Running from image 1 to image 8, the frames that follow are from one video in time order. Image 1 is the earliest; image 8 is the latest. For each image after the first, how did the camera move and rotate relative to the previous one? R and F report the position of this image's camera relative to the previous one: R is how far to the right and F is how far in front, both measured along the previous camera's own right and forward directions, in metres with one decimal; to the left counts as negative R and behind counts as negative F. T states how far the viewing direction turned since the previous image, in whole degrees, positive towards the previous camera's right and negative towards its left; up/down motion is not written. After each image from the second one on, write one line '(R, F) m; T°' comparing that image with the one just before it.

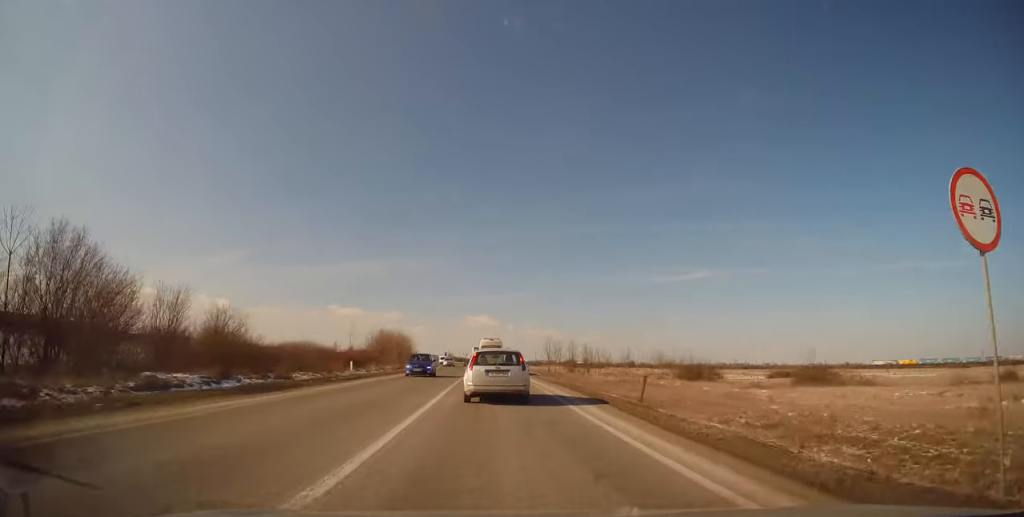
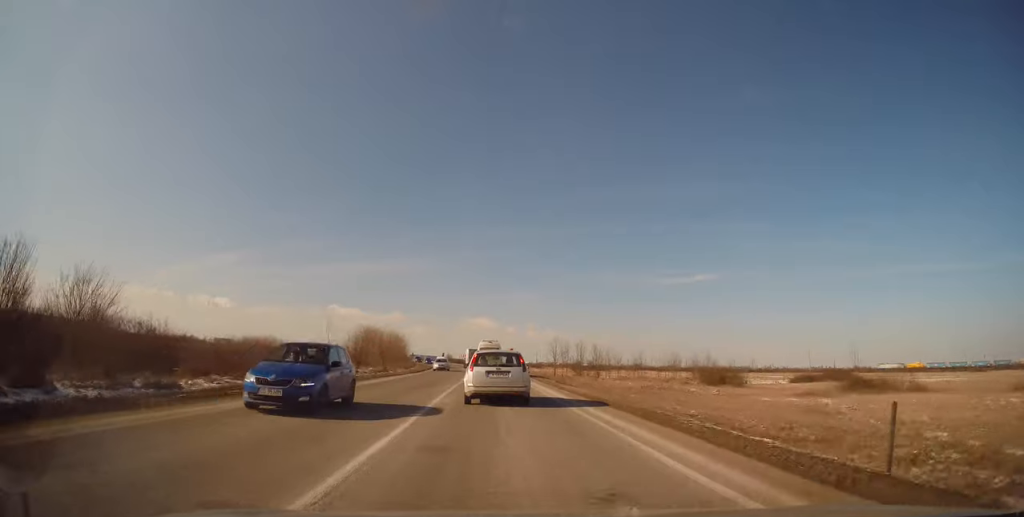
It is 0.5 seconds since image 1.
(+0.3, +10.0) m; 0°
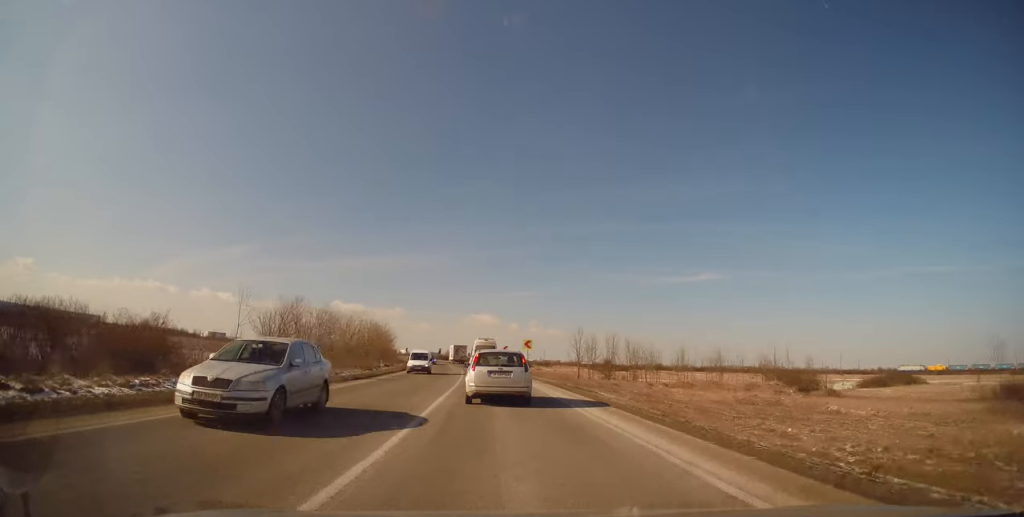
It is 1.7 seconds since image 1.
(-0.4, +22.8) m; -1°
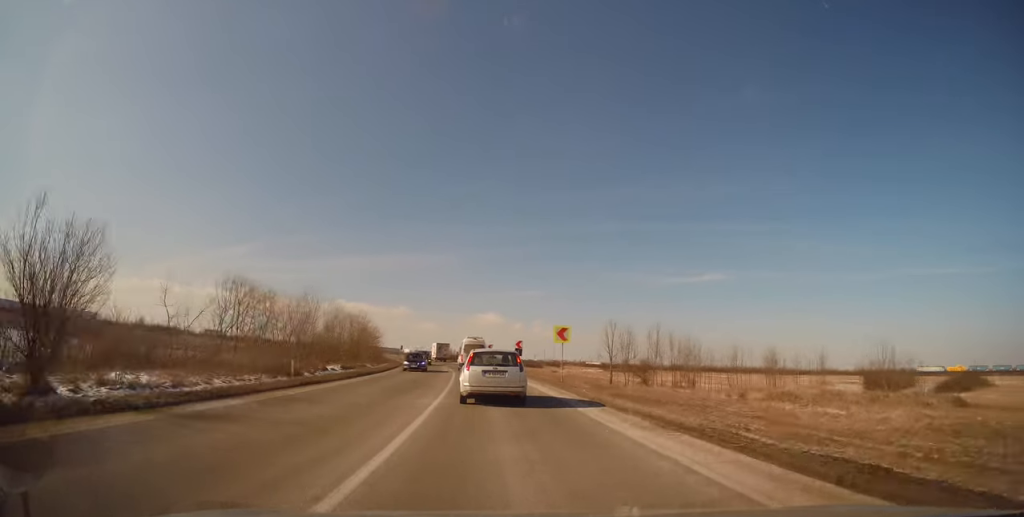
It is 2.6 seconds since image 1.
(+0.2, +18.2) m; -1°
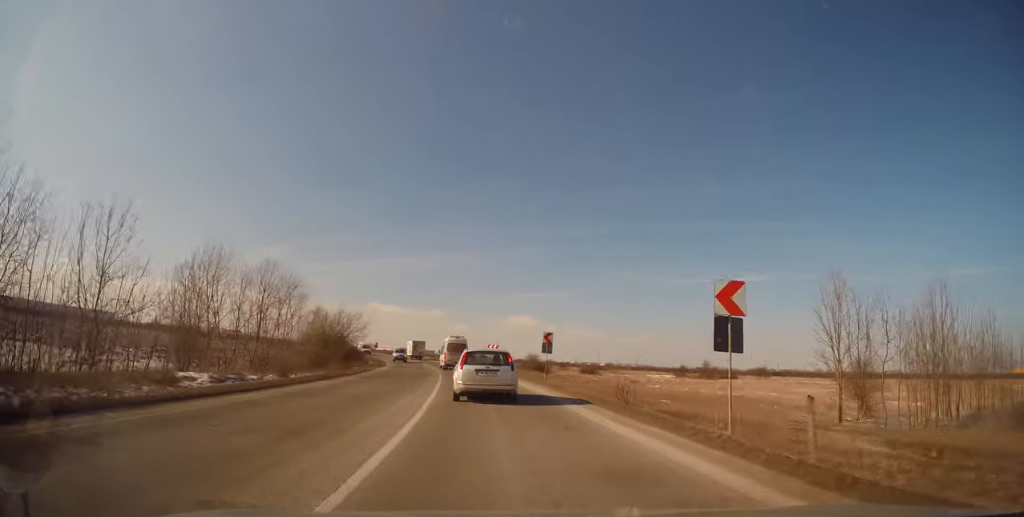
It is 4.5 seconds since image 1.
(-1.7, +37.6) m; -4°
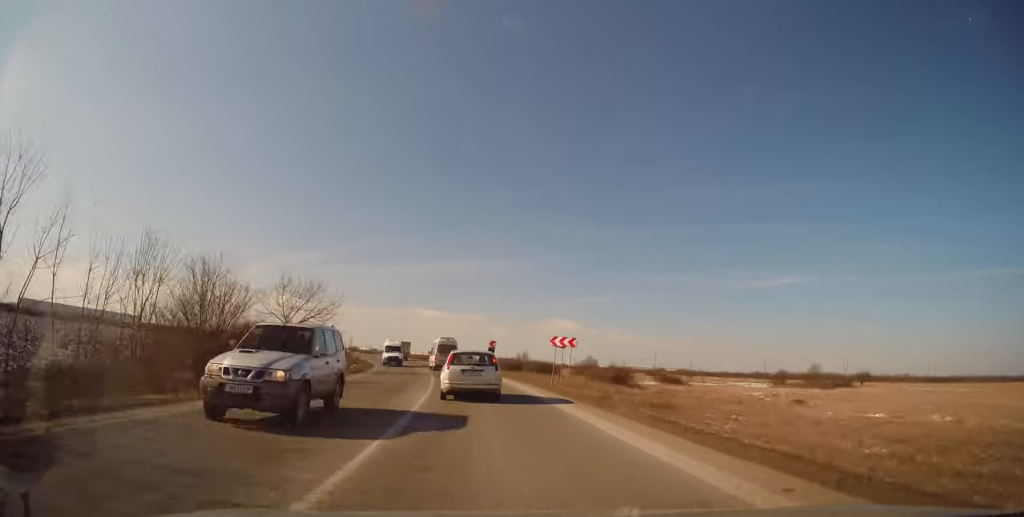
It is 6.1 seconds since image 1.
(-0.6, +29.9) m; -4°
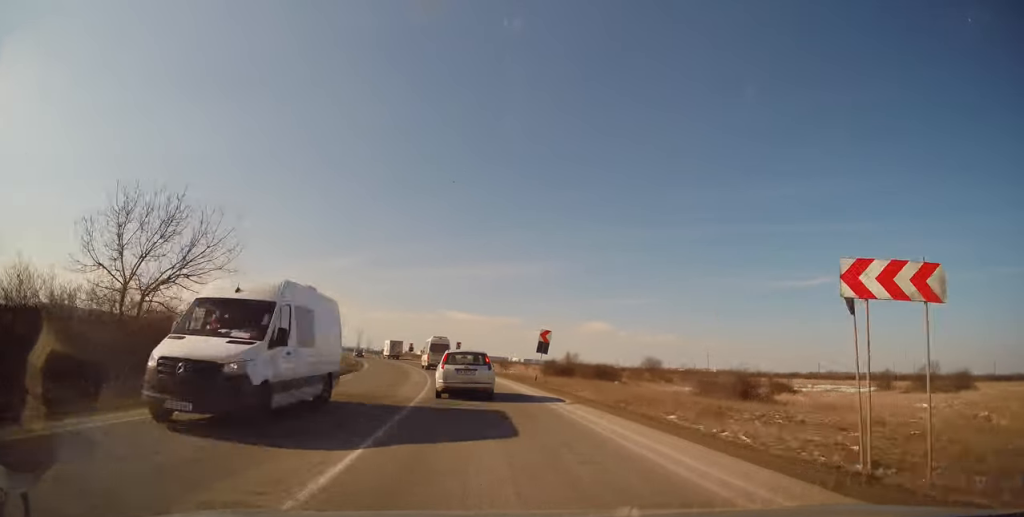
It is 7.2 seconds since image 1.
(-0.8, +21.6) m; -3°
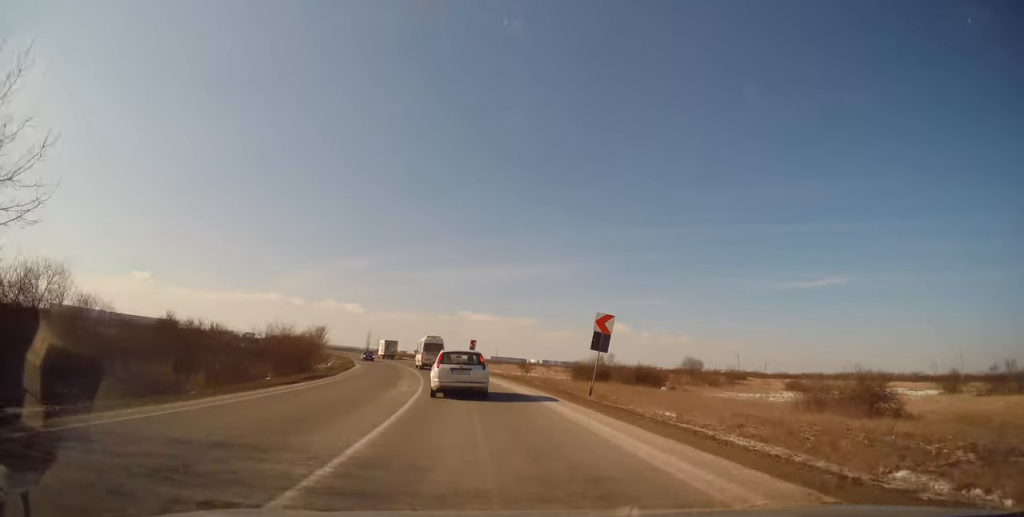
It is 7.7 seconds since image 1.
(-0.2, +11.3) m; -1°
